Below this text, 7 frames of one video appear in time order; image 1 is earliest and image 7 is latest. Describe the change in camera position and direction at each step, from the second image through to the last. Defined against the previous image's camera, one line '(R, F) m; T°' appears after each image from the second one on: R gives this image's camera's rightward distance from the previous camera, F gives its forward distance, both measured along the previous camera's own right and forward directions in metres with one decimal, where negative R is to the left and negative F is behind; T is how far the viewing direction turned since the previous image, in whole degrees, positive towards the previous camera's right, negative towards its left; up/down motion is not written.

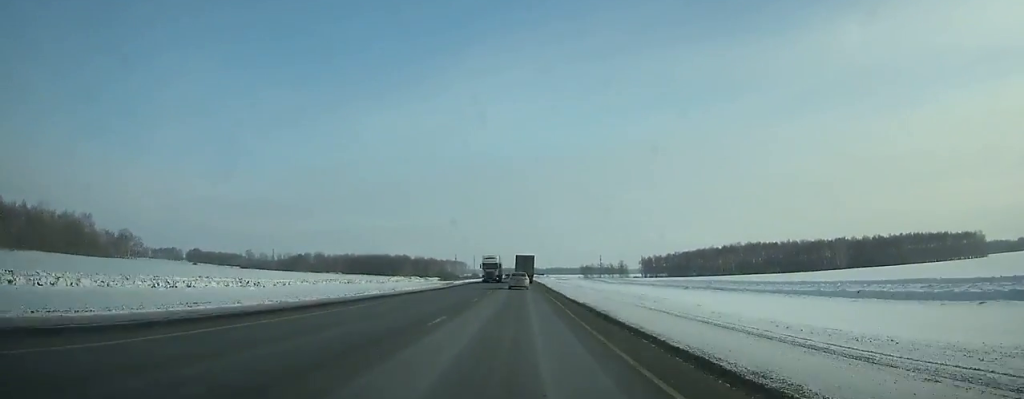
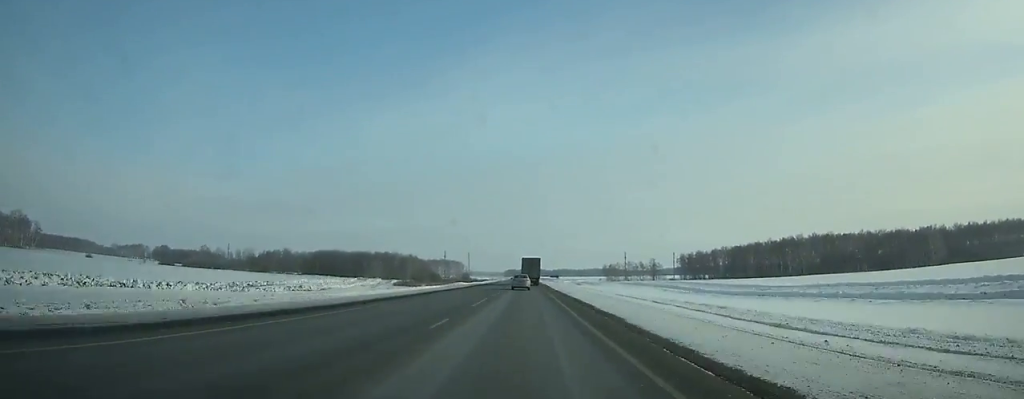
(-0.3, +96.6) m; 0°
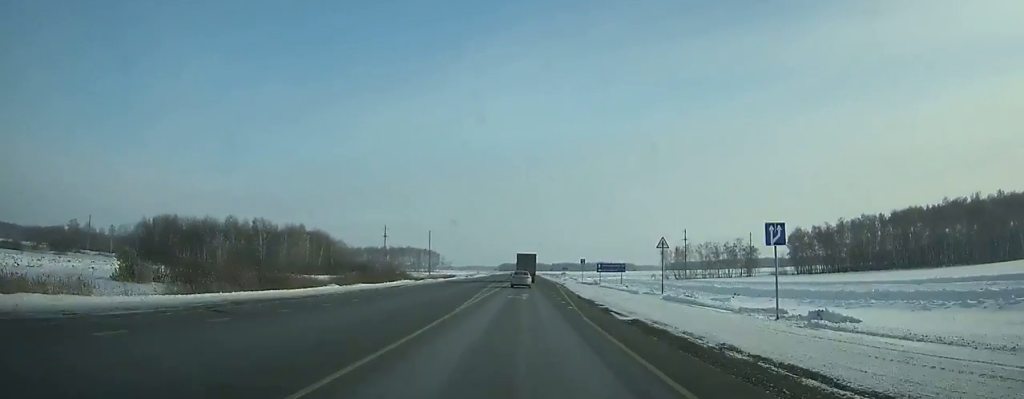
(+0.4, +159.0) m; 0°
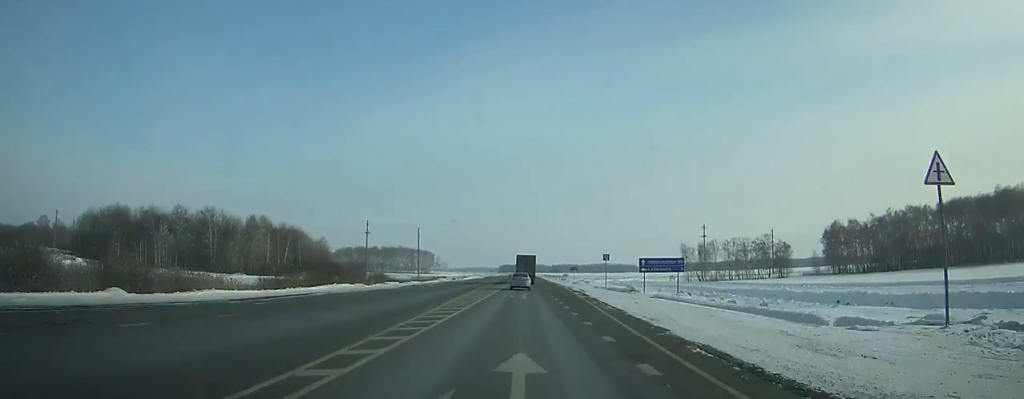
(0.0, +26.5) m; 0°
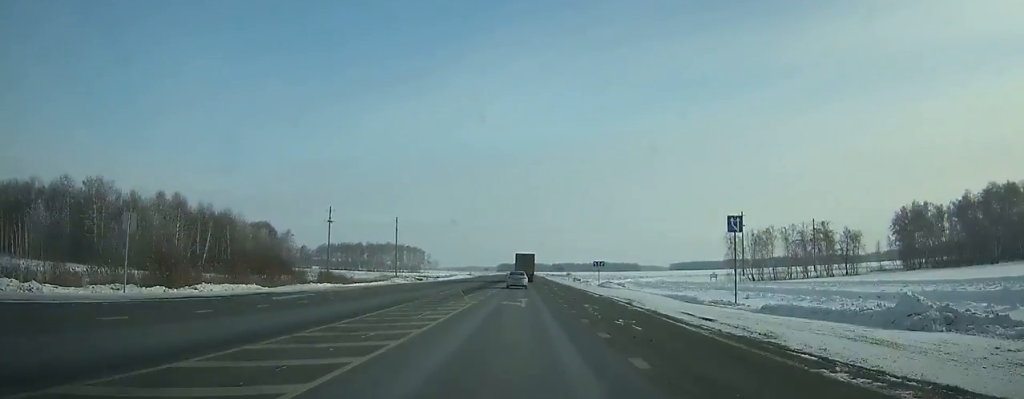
(+0.1, +38.4) m; 0°
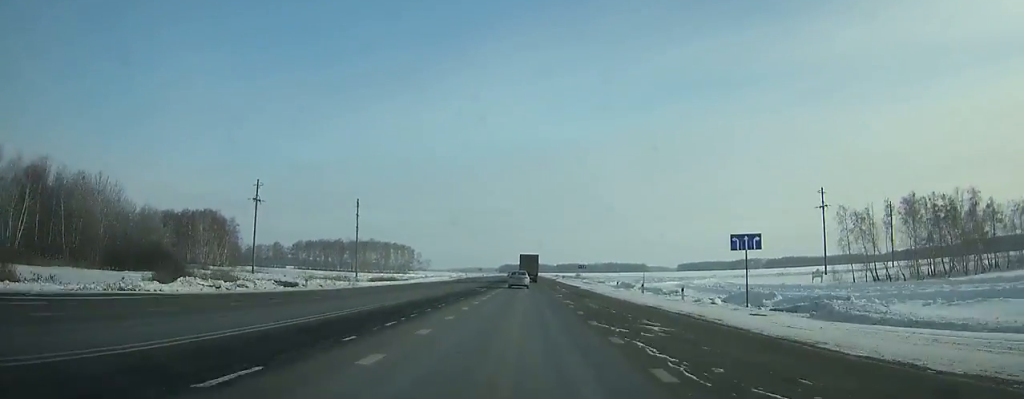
(-0.1, +48.3) m; 0°
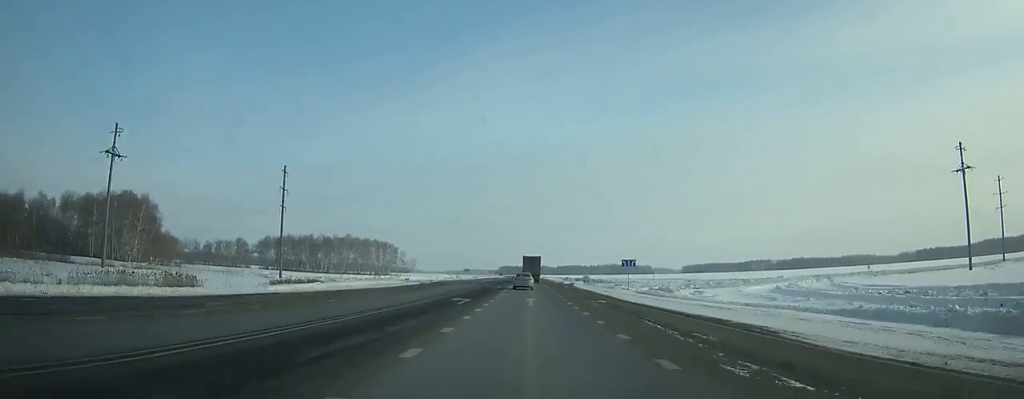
(-0.1, +47.7) m; 0°
